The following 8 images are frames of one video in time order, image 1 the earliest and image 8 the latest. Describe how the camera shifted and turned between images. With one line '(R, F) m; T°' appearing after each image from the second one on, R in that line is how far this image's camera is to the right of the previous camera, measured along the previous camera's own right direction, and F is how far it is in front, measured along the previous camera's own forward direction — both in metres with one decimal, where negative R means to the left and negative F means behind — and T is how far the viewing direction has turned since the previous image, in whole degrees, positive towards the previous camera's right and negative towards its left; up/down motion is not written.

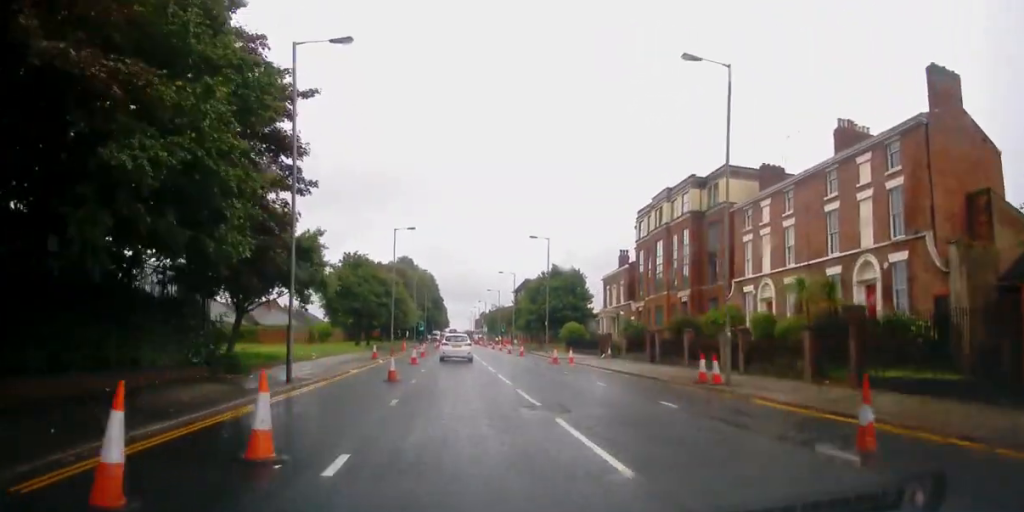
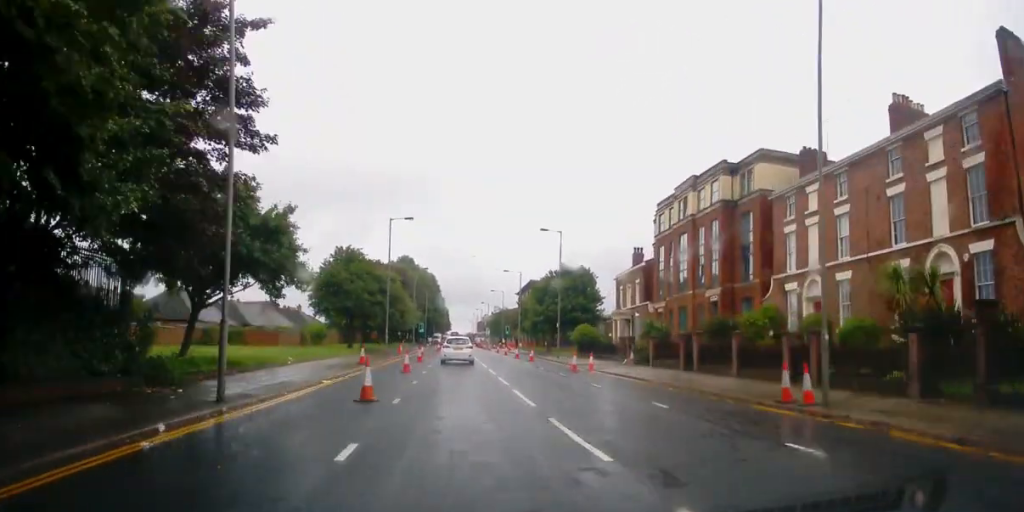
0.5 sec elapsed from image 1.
(0.0, +5.3) m; +1°
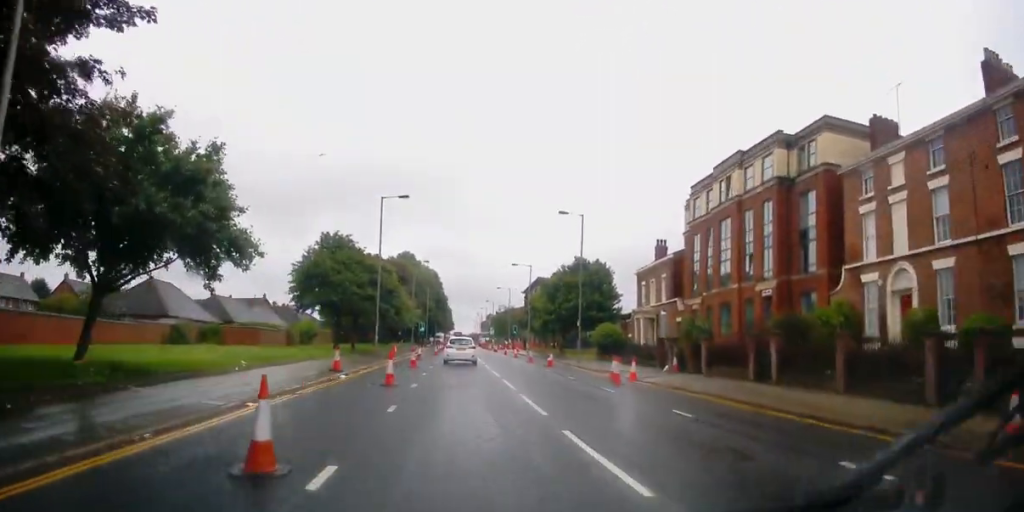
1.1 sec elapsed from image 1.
(0.0, +7.2) m; +1°
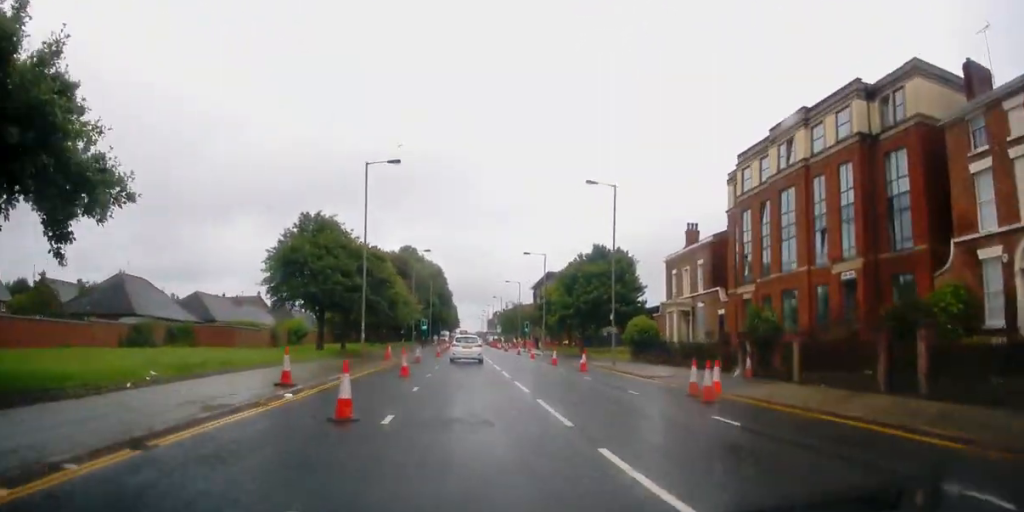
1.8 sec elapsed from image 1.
(+0.5, +7.7) m; -1°
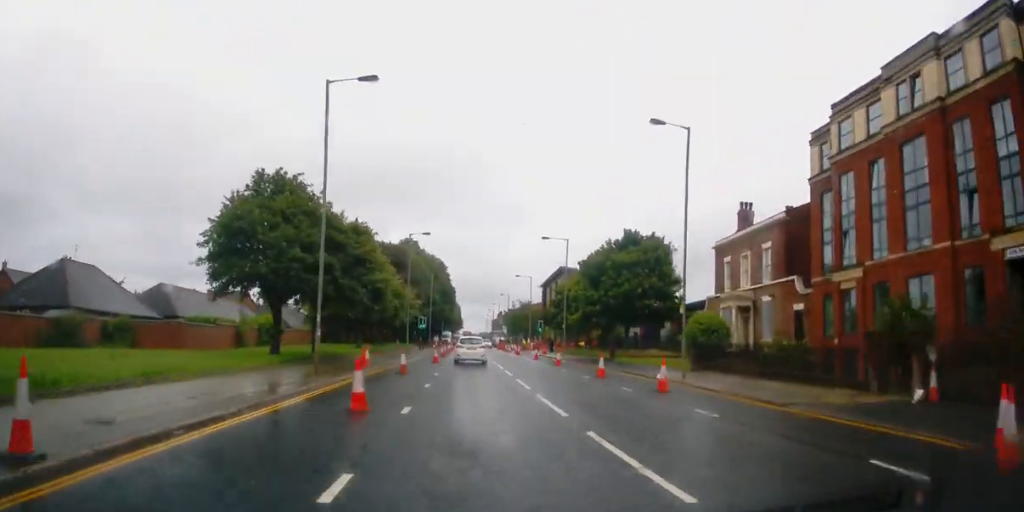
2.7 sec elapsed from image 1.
(-0.6, +10.5) m; -2°
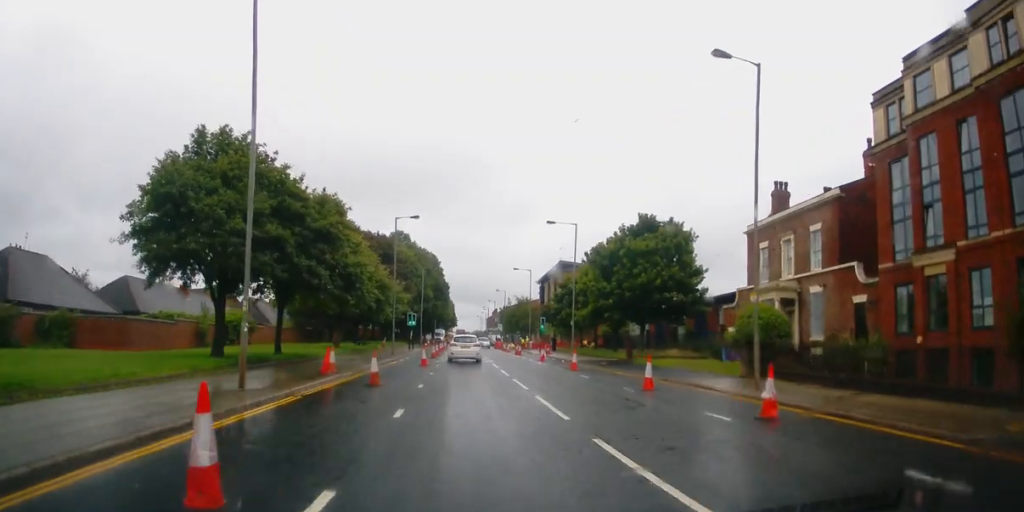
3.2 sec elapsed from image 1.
(-0.1, +6.7) m; 0°
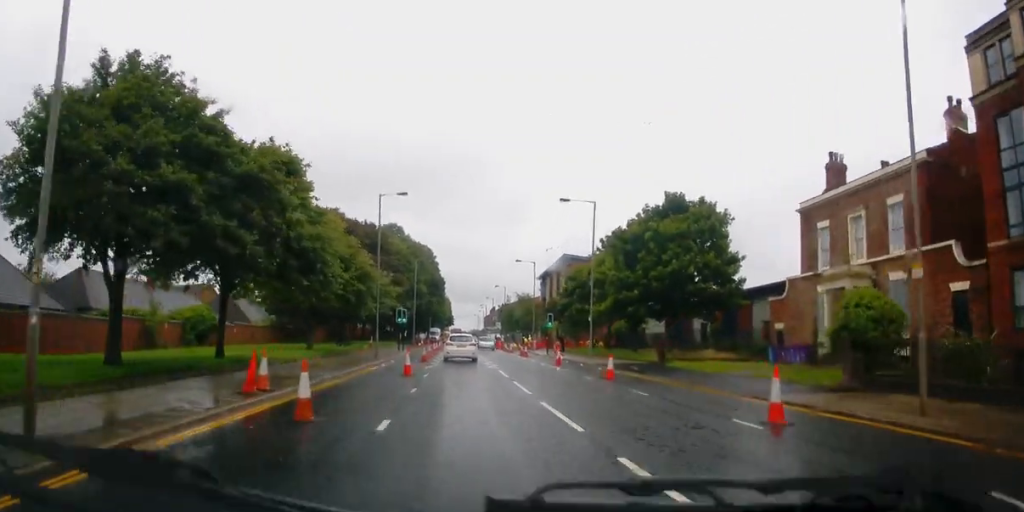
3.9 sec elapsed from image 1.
(+0.2, +7.5) m; +2°
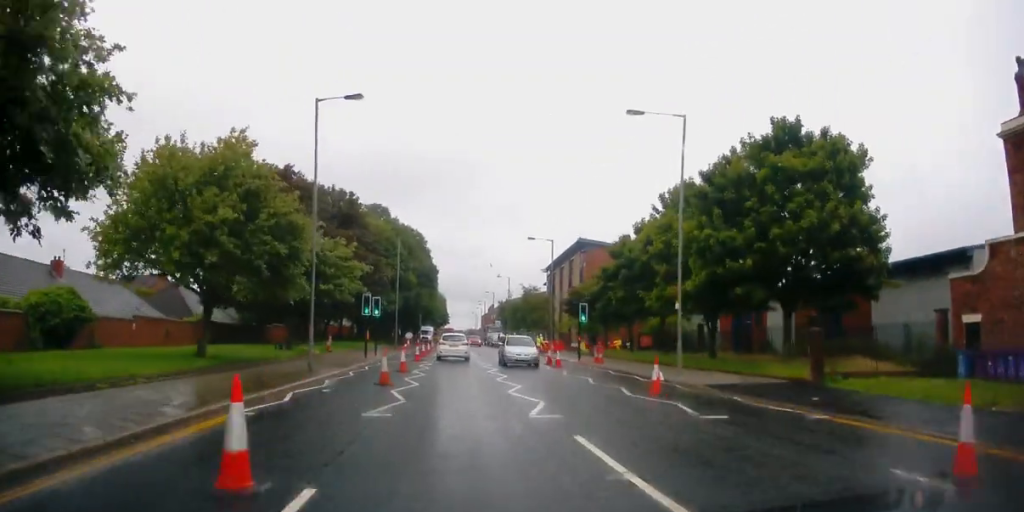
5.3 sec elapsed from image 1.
(+0.1, +16.6) m; 0°
